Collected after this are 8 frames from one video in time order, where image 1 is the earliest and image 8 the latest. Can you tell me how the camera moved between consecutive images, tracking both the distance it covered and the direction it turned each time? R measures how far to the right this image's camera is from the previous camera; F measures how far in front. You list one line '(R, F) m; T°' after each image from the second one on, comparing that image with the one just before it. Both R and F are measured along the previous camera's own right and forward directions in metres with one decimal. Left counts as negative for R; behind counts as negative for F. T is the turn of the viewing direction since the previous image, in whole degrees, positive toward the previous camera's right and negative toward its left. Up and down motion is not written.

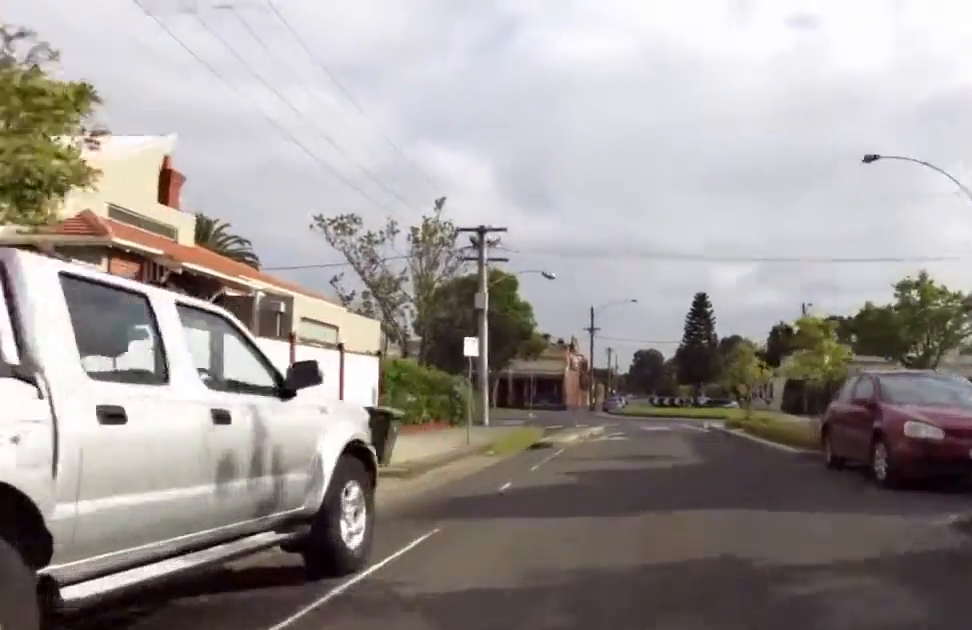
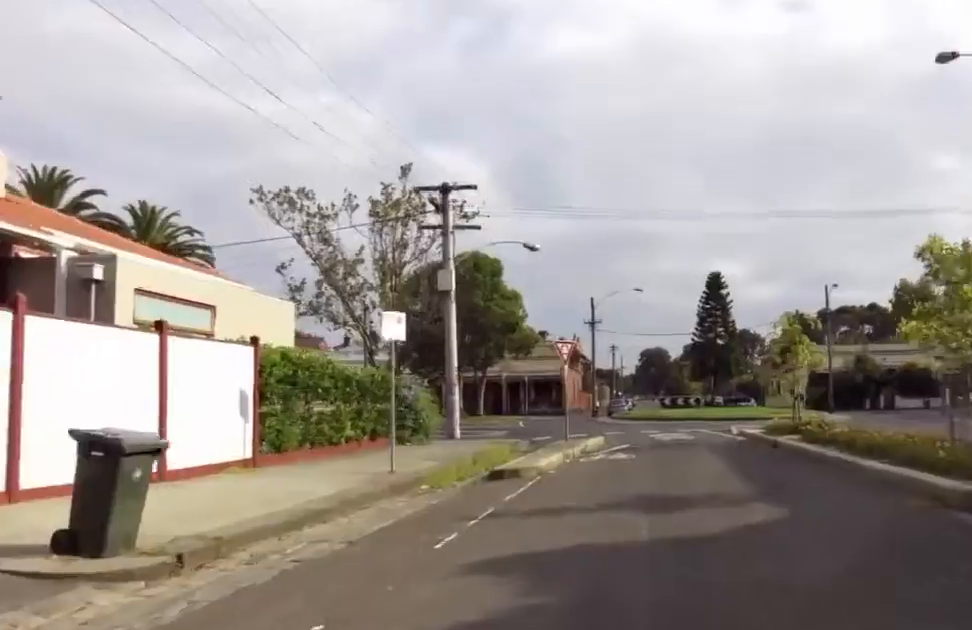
(-0.2, +6.7) m; +5°
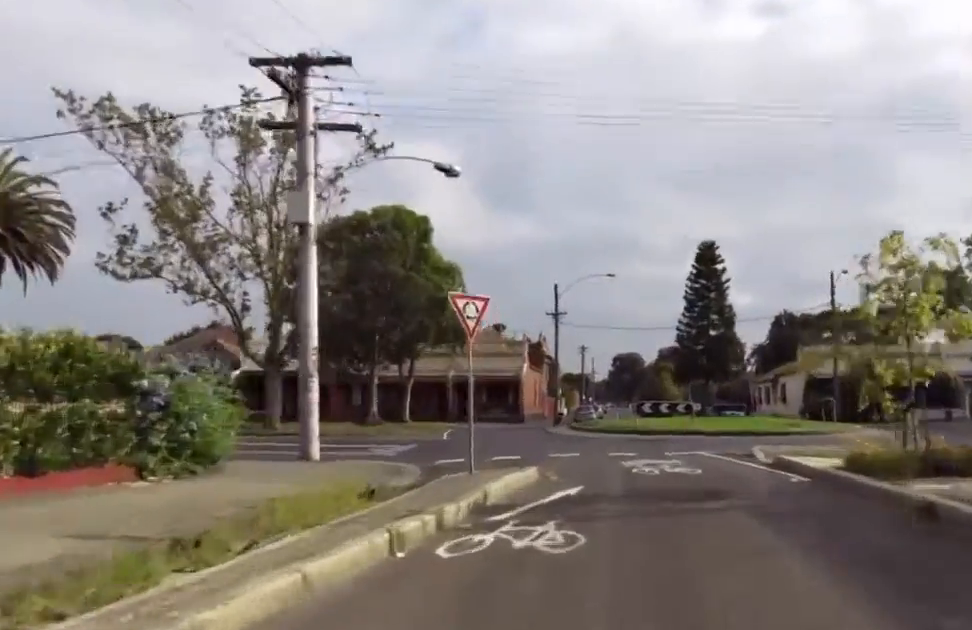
(+1.2, +9.1) m; +2°
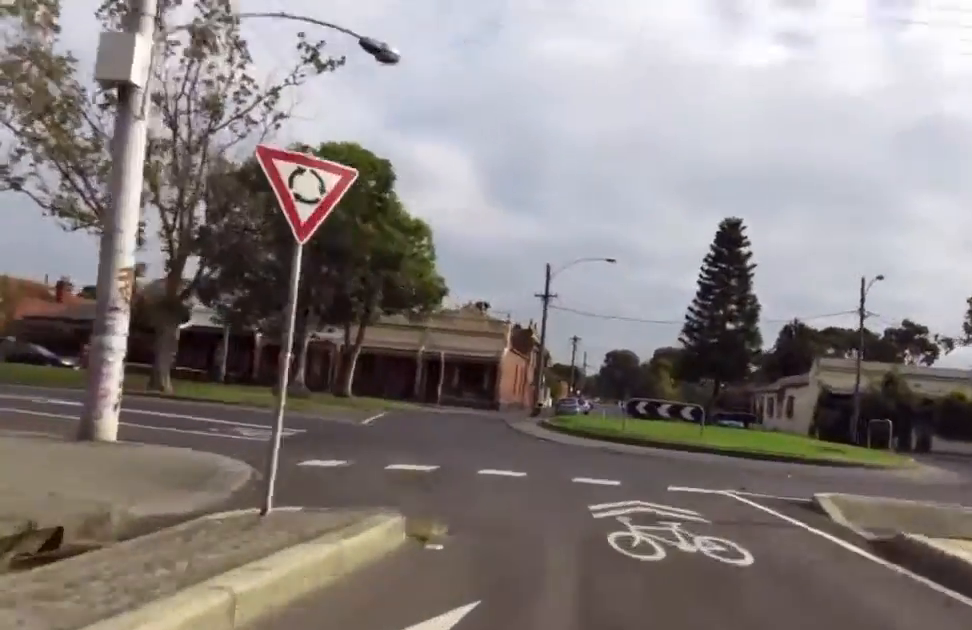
(-0.8, +6.2) m; 0°
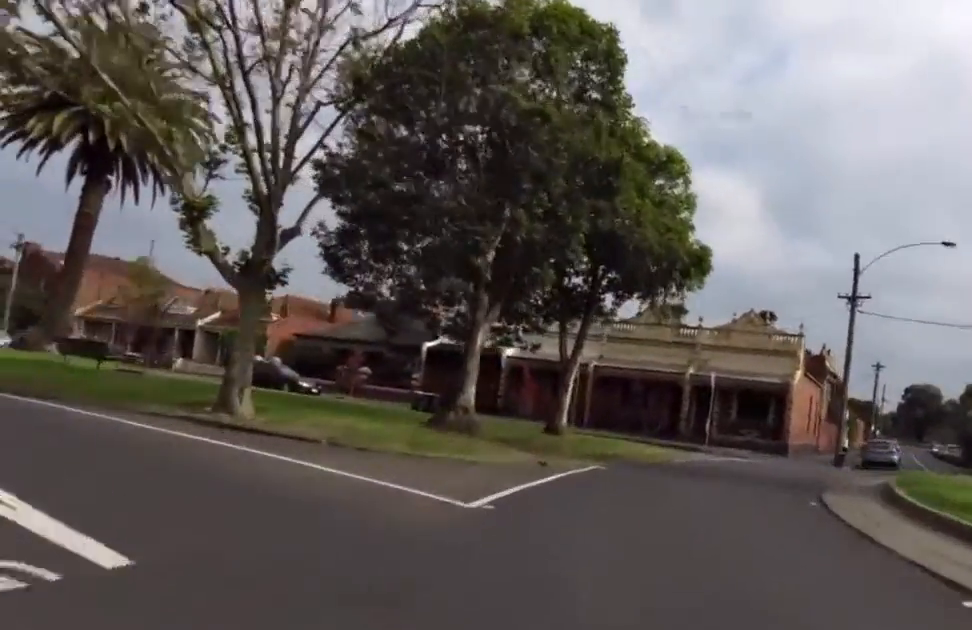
(+0.1, +11.0) m; -14°
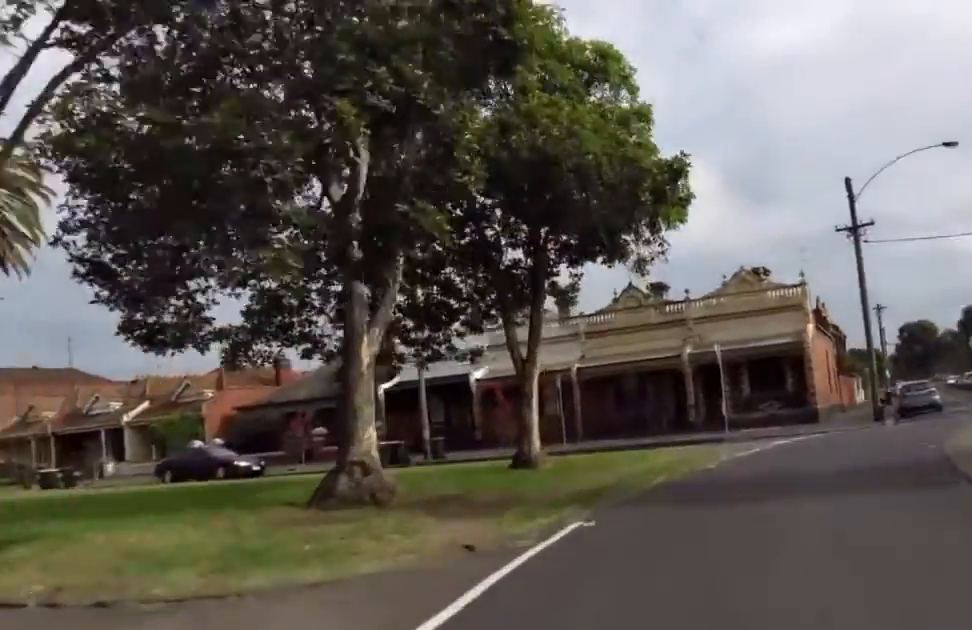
(-1.5, +5.0) m; -12°
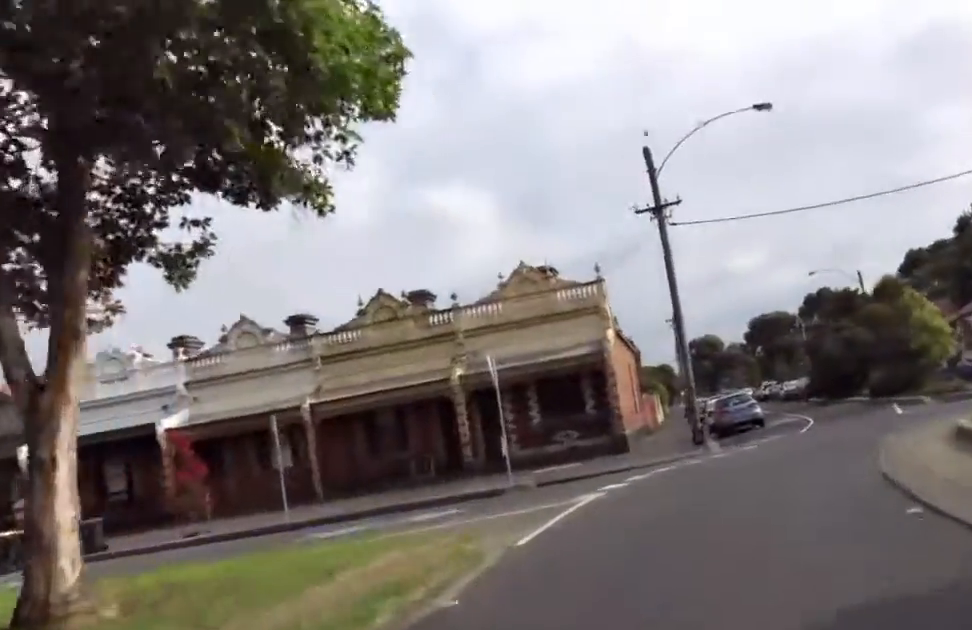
(+0.1, +6.1) m; +12°
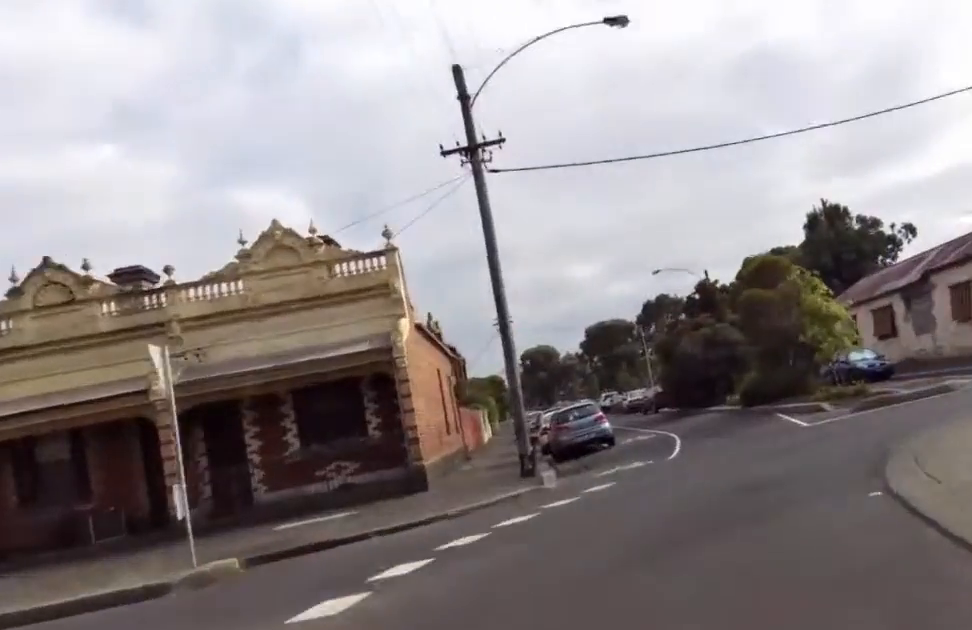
(+1.1, +6.3) m; +13°
